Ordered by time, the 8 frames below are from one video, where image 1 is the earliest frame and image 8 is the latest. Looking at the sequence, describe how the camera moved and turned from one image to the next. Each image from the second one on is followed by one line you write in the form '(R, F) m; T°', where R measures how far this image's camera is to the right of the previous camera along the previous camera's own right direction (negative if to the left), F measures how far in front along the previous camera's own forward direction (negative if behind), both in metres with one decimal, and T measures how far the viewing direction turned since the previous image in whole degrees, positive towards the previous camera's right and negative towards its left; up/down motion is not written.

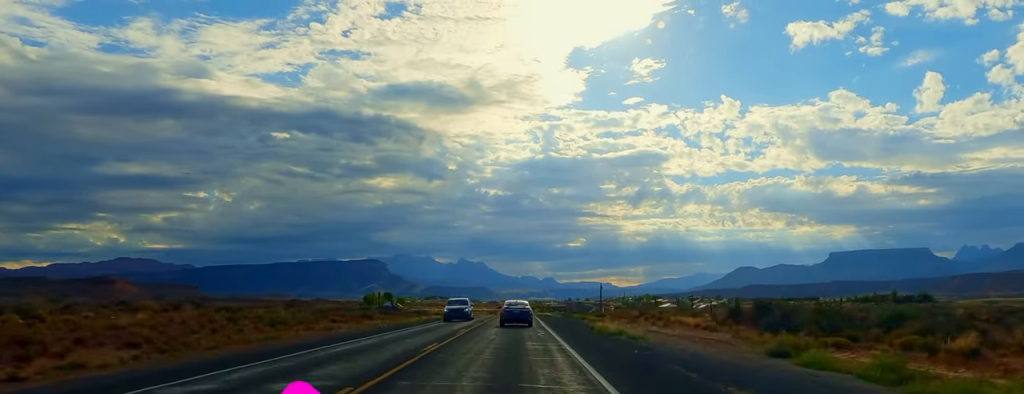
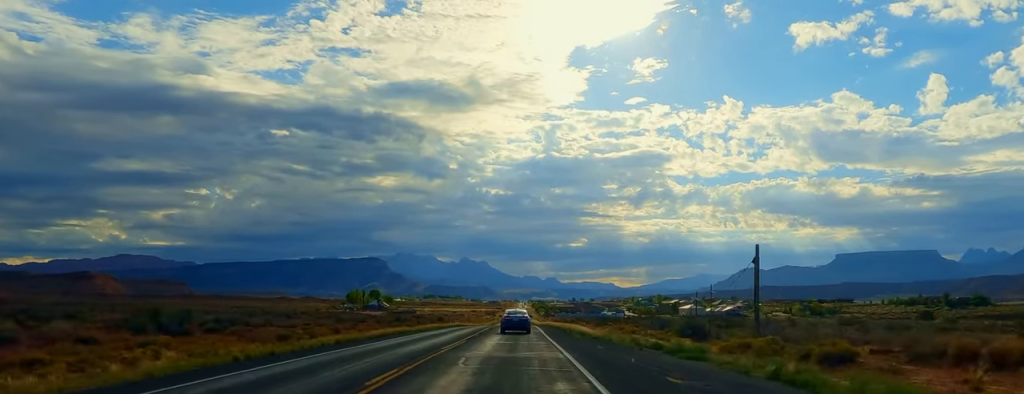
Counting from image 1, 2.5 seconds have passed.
(+1.2, +68.0) m; 0°
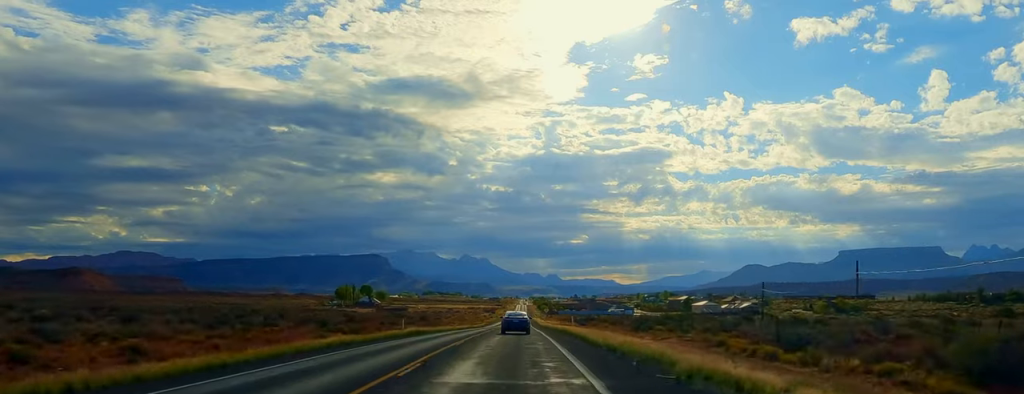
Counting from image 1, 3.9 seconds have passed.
(-0.9, +35.9) m; -1°
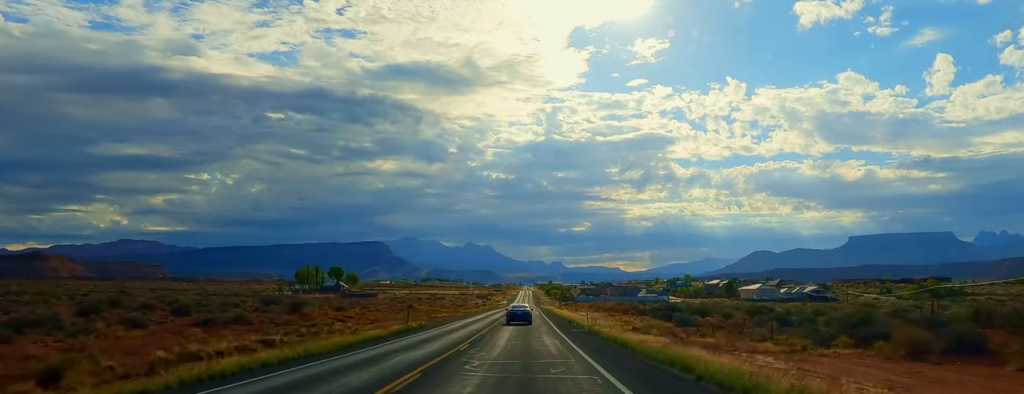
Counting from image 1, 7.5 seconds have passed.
(+1.4, +99.1) m; +1°
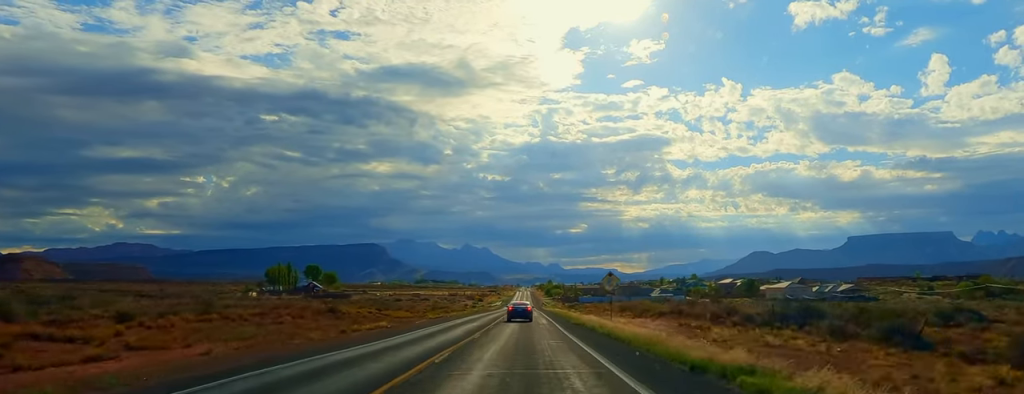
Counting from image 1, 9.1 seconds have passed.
(-0.2, +43.3) m; 0°
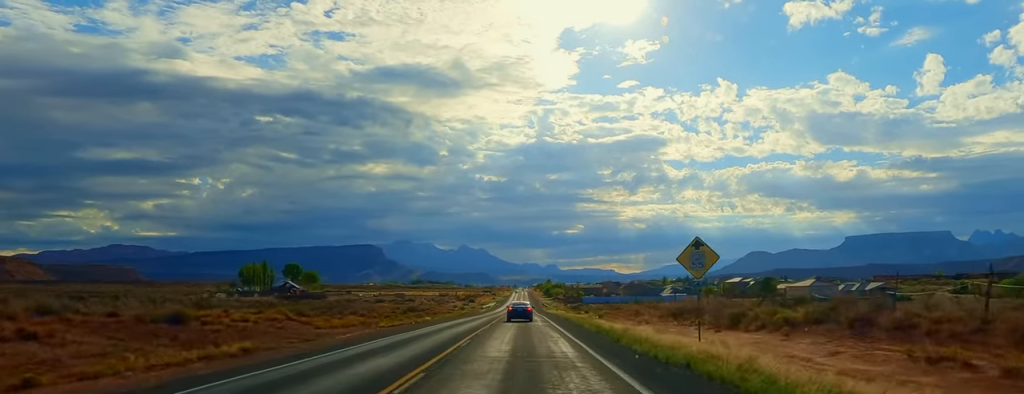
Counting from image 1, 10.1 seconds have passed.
(-0.7, +29.5) m; 0°
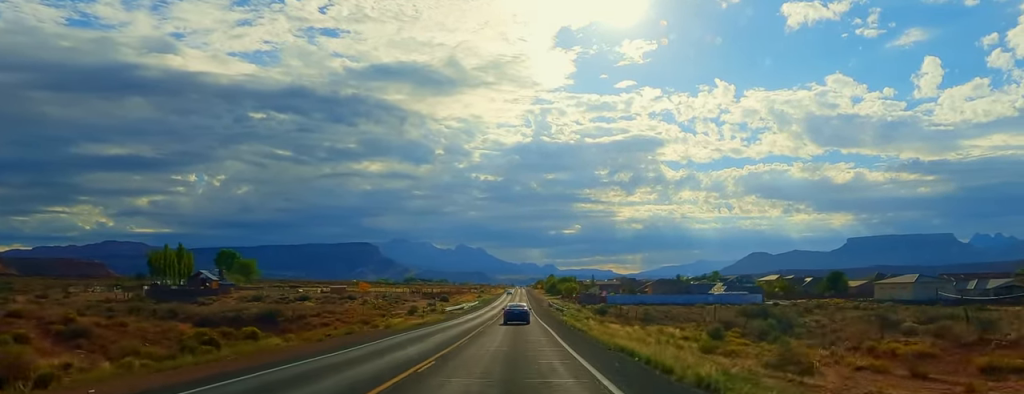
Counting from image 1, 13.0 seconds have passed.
(+0.7, +79.6) m; 0°
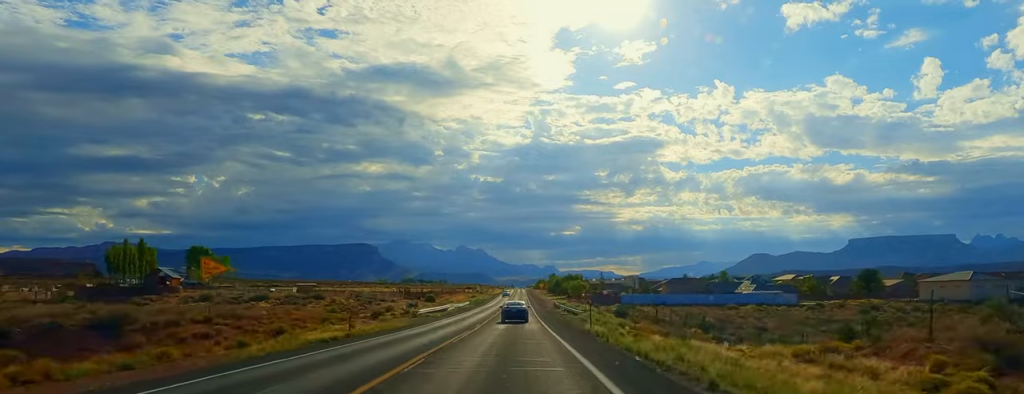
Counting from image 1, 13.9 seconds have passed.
(-0.8, +25.9) m; 0°
